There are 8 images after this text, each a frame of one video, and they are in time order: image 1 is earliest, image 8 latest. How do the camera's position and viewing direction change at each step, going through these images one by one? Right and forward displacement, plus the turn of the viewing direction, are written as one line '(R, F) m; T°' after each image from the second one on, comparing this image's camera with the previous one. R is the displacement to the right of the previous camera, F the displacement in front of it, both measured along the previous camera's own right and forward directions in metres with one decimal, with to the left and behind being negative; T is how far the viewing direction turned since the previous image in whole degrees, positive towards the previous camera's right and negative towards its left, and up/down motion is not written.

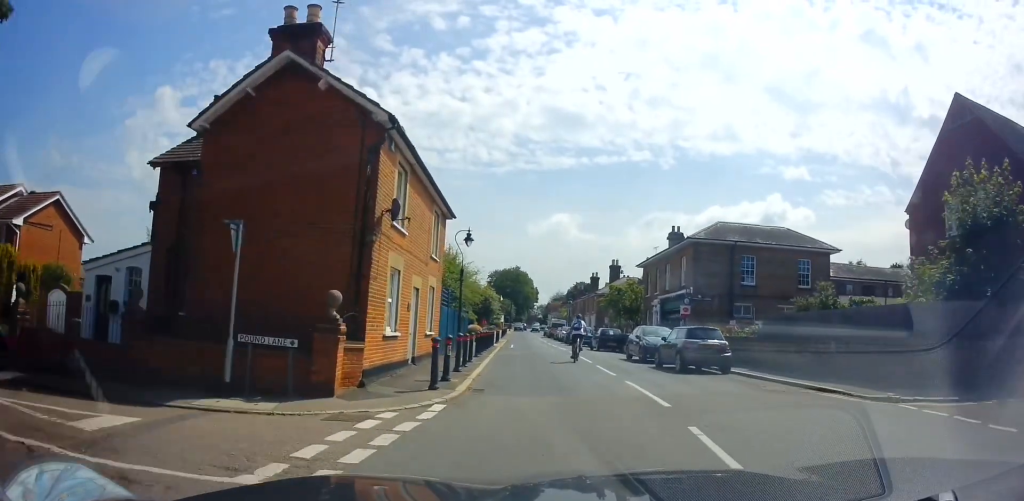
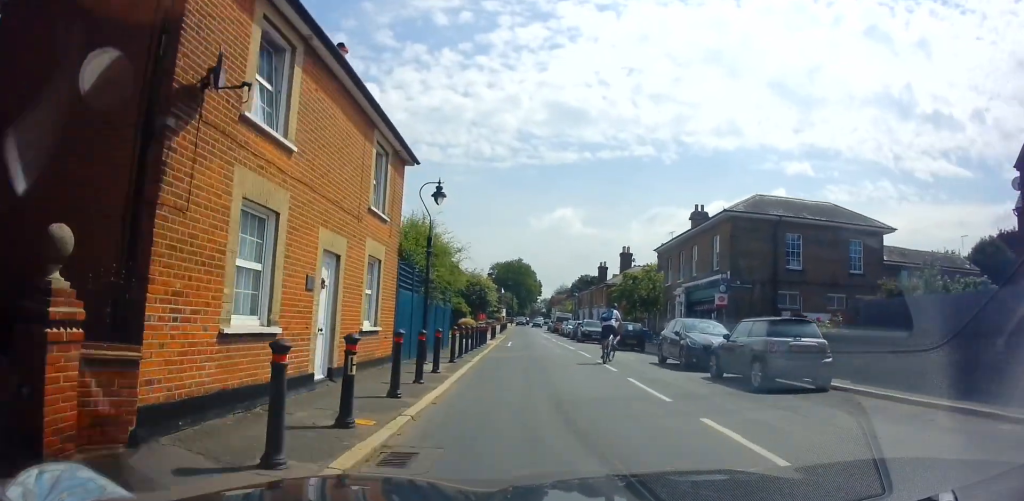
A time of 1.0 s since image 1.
(-0.4, +6.1) m; 0°
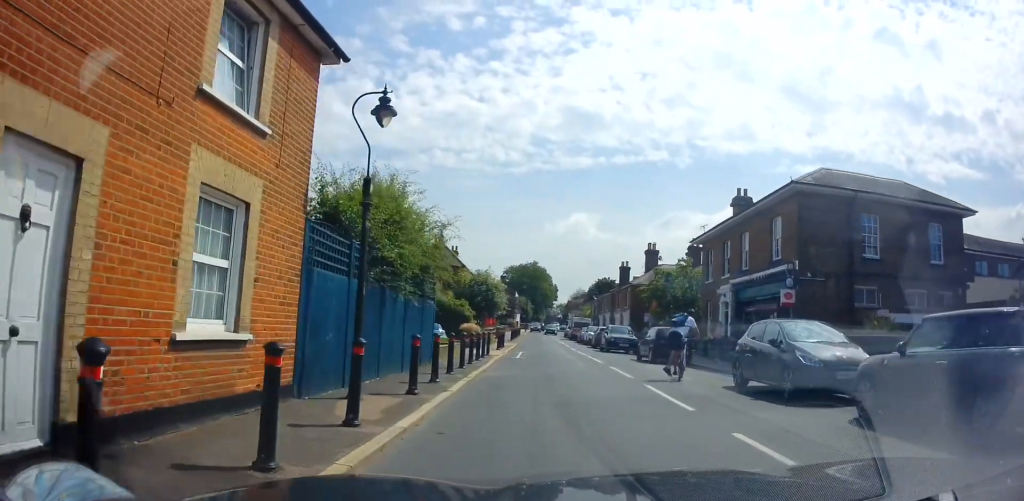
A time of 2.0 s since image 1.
(+0.4, +6.0) m; 0°
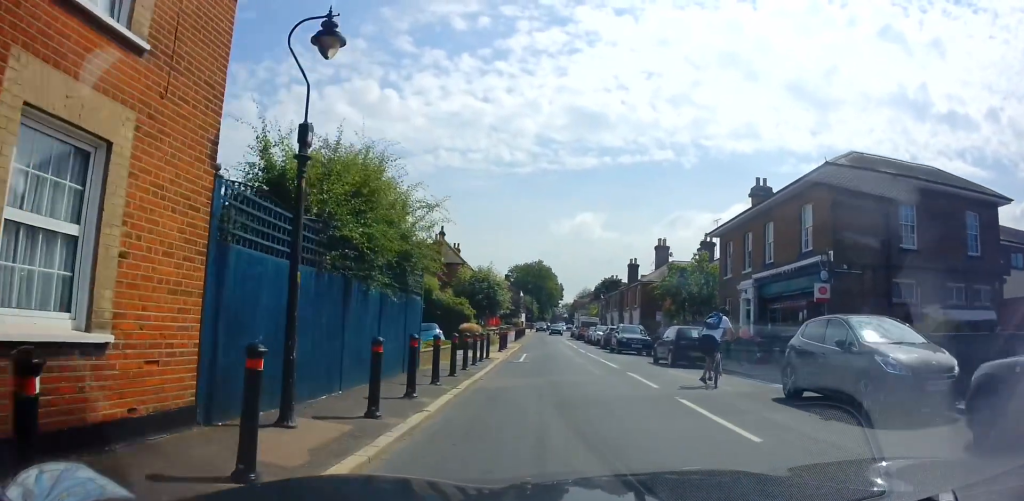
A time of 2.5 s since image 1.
(-0.1, +2.4) m; 0°
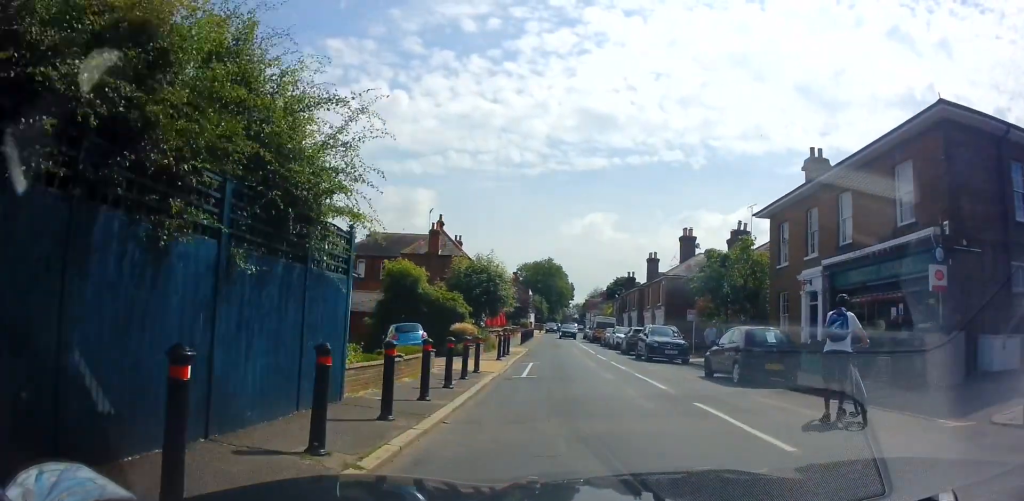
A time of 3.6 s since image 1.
(-0.2, +5.8) m; -1°
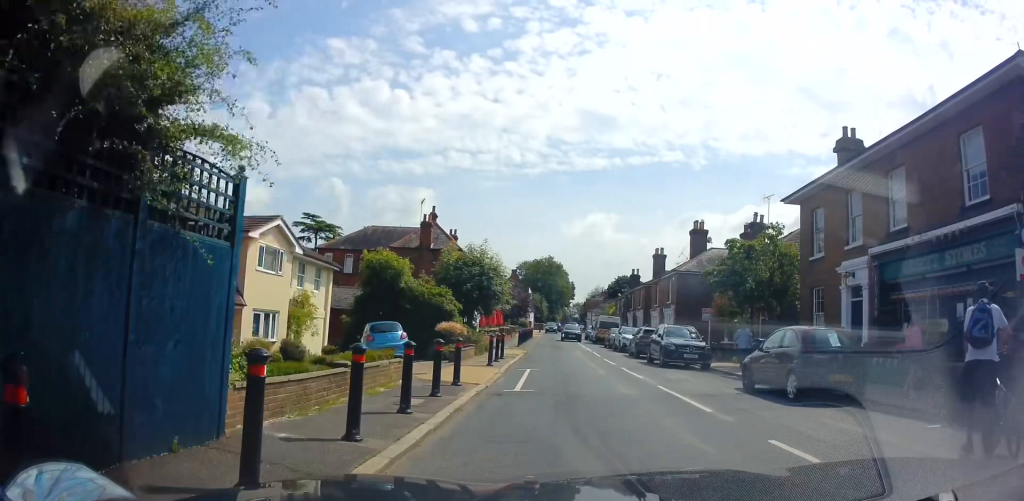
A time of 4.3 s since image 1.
(+0.2, +3.3) m; 0°
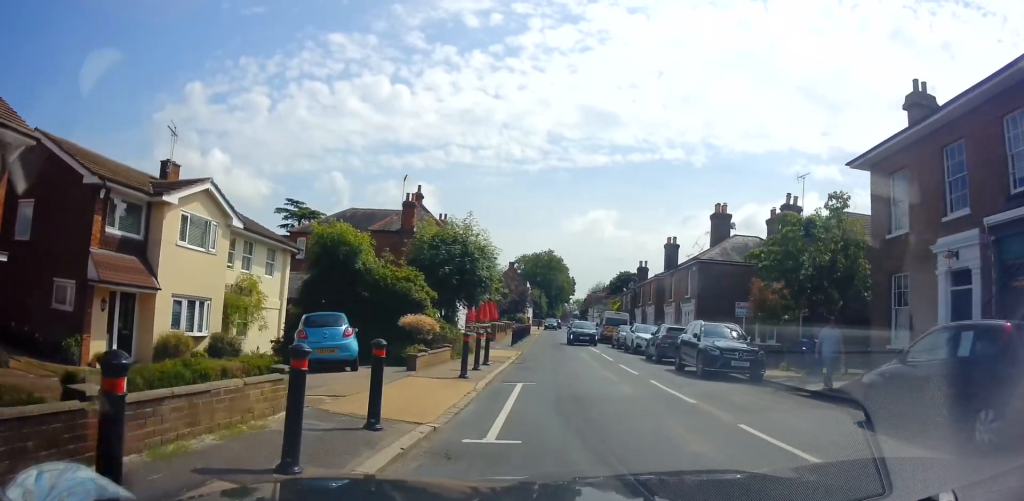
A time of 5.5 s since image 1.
(-0.2, +5.2) m; 0°
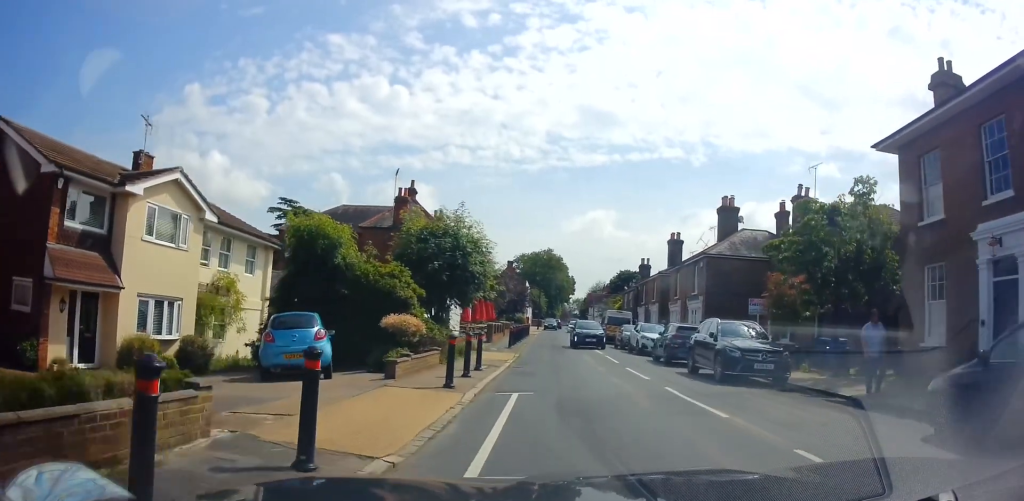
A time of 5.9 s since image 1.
(+0.2, +1.7) m; 0°
